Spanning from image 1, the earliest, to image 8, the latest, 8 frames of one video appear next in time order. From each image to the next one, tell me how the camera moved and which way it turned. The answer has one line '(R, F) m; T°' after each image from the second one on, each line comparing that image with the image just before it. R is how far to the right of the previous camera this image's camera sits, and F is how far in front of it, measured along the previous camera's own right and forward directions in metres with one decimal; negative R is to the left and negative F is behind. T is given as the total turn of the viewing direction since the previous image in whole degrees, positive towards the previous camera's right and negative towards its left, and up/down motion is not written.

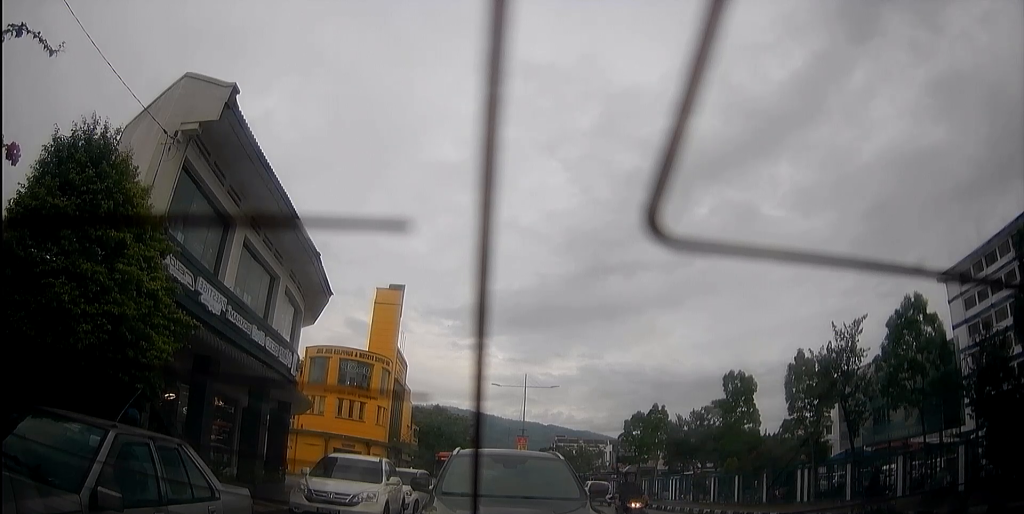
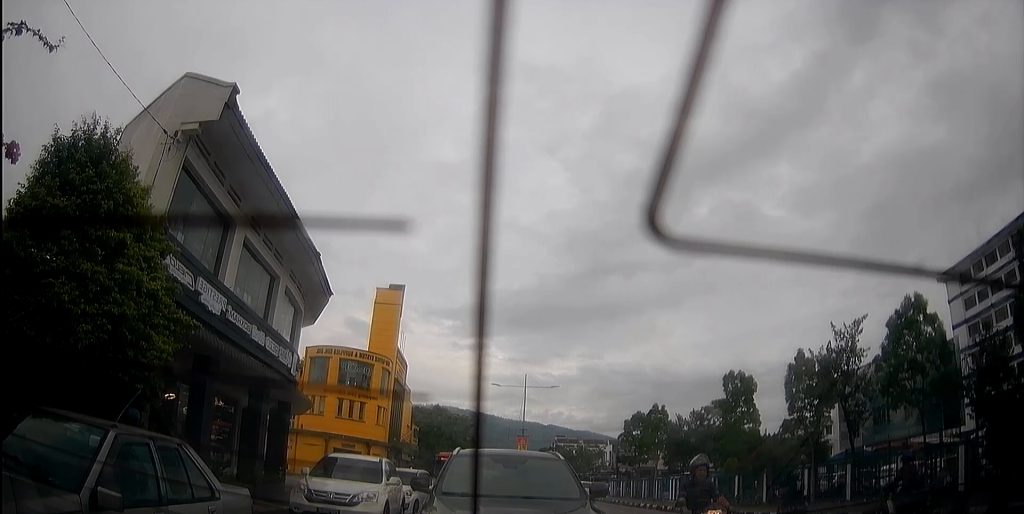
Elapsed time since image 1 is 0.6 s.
(0.0, 0.0) m; 0°
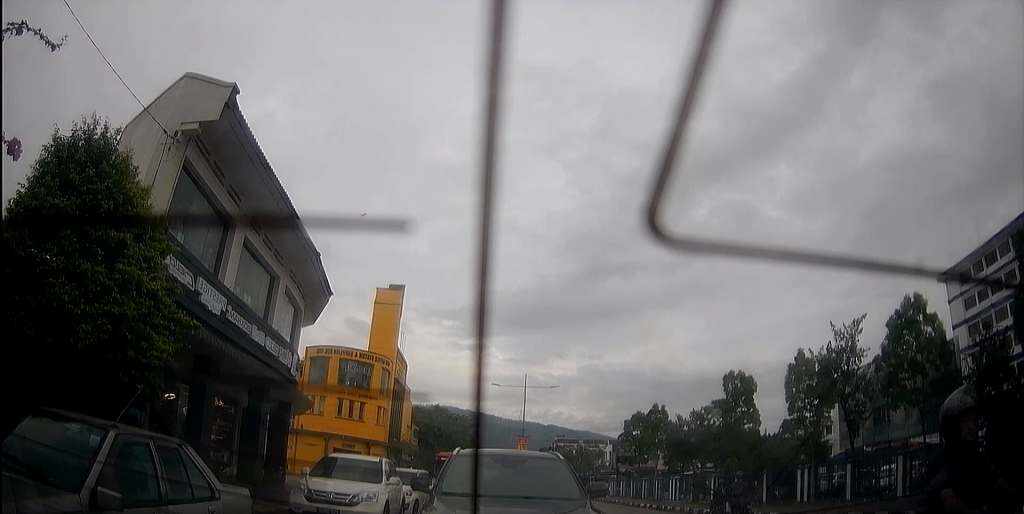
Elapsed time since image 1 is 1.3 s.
(0.0, 0.0) m; 0°
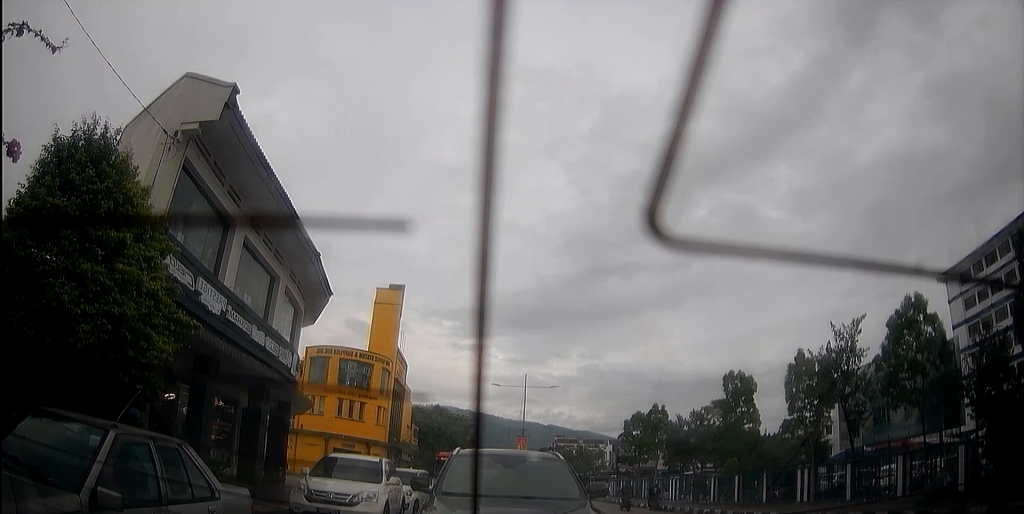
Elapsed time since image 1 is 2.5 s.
(0.0, 0.0) m; 0°
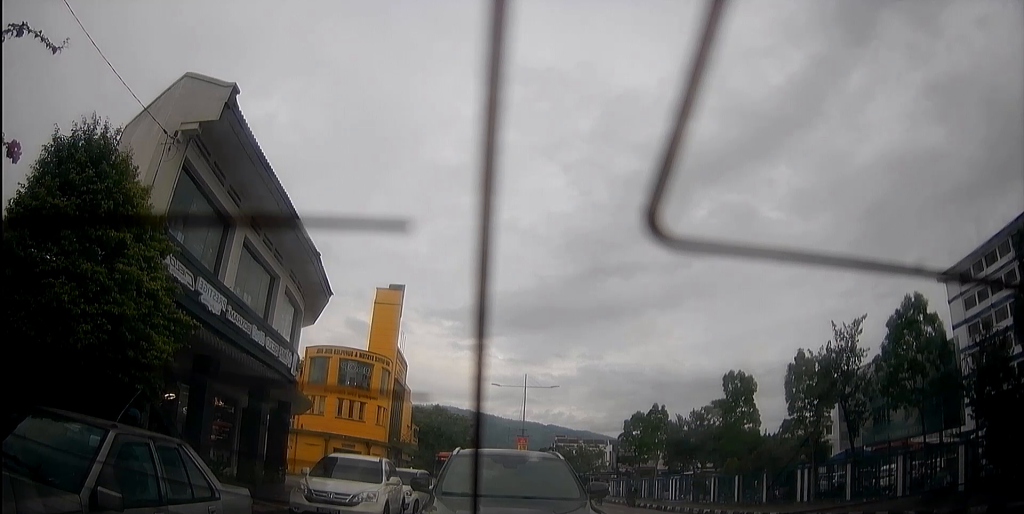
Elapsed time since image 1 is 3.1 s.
(0.0, 0.0) m; 0°
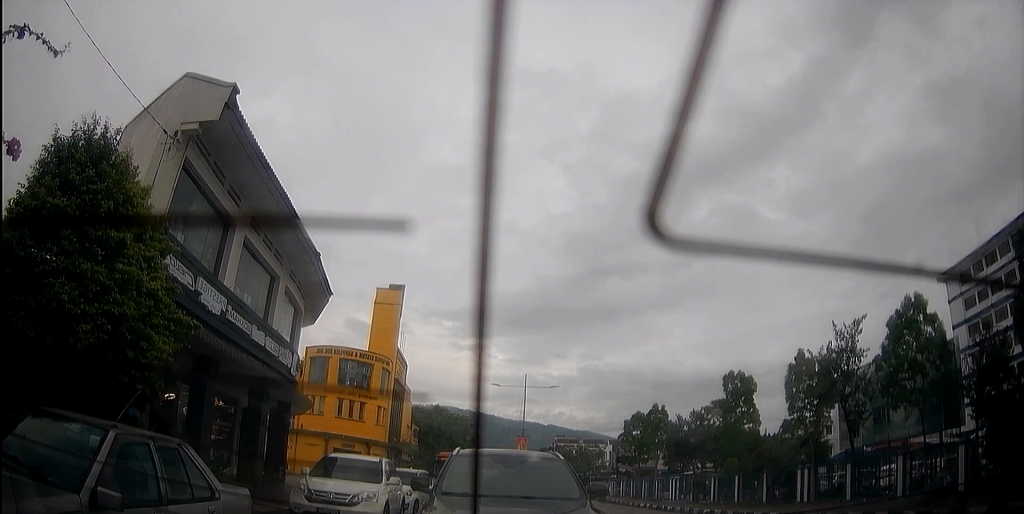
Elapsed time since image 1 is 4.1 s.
(0.0, 0.0) m; 0°
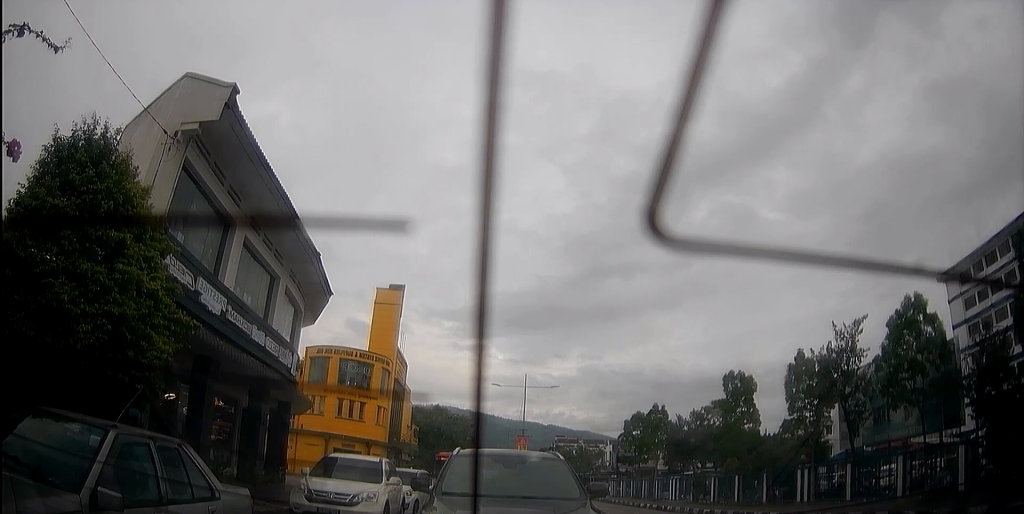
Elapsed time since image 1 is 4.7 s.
(0.0, 0.0) m; 0°
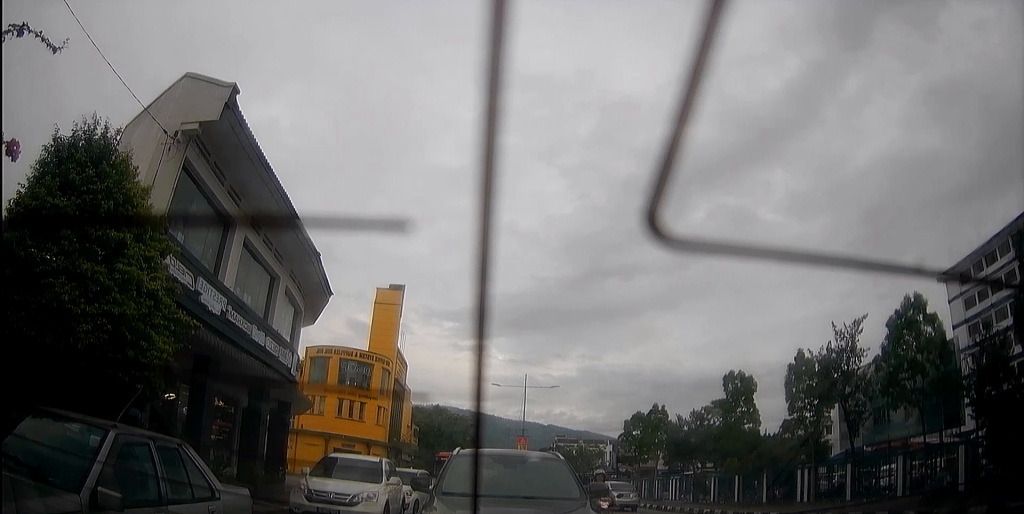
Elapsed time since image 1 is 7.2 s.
(0.0, 0.0) m; 0°
